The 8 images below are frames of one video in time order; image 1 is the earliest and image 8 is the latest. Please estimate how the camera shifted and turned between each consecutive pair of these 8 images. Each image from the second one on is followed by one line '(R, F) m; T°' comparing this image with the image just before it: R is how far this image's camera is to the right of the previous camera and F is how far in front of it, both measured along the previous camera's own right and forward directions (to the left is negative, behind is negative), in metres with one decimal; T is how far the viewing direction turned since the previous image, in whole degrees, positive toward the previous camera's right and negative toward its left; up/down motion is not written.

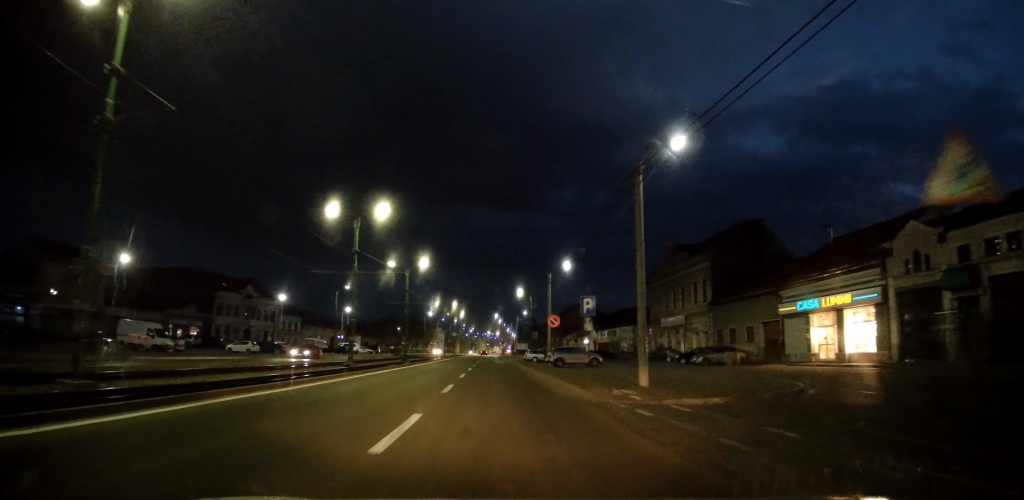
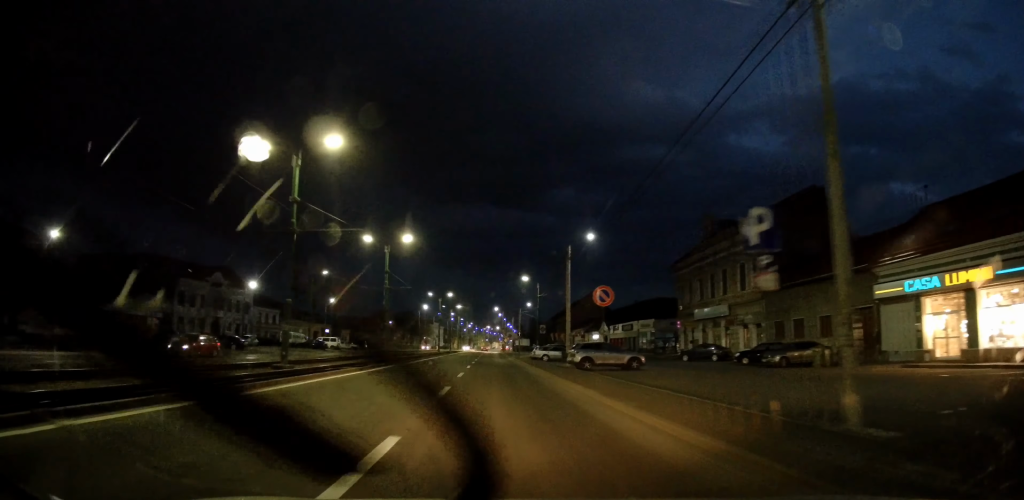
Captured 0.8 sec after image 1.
(0.0, +11.8) m; 0°
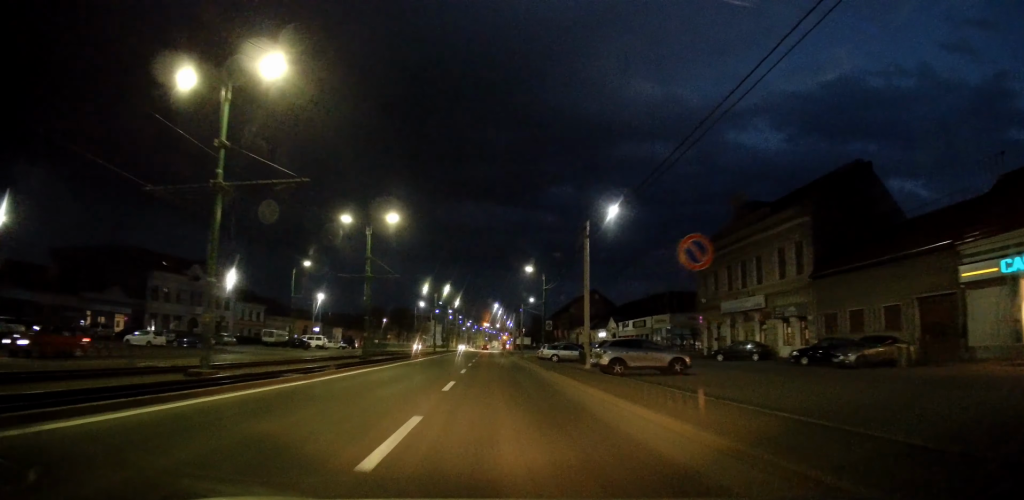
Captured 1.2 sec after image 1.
(0.0, +7.2) m; 0°
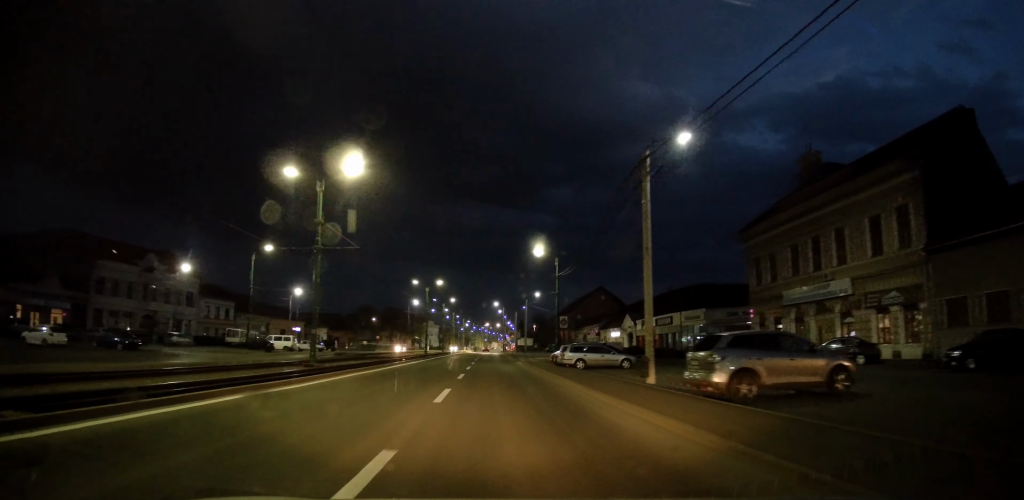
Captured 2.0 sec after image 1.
(0.0, +11.8) m; 0°
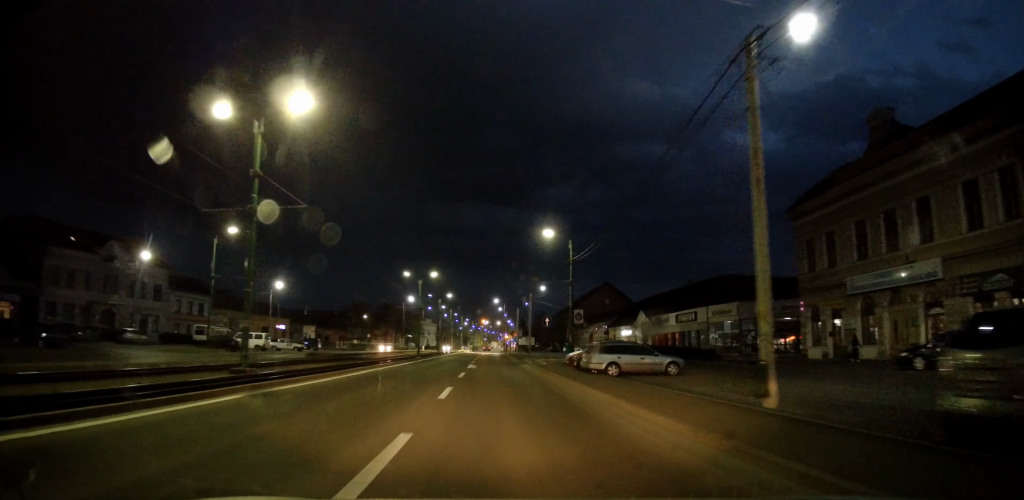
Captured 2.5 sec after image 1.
(0.0, +8.3) m; 0°
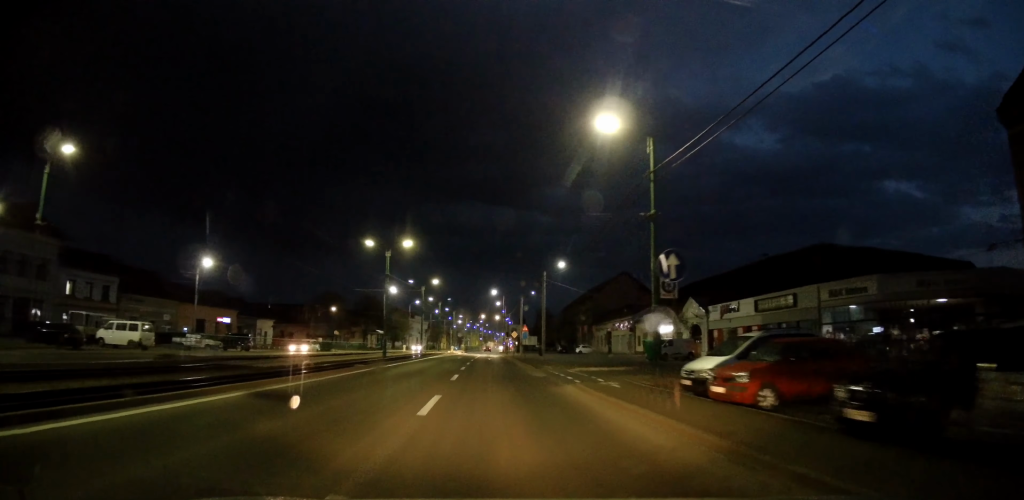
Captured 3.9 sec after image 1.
(0.0, +21.2) m; 0°
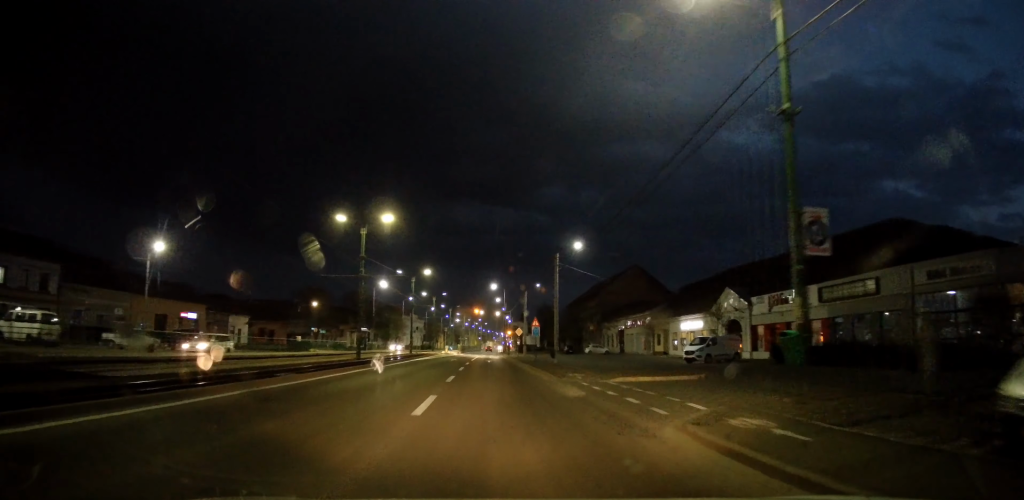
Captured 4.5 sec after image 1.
(0.0, +9.8) m; 0°
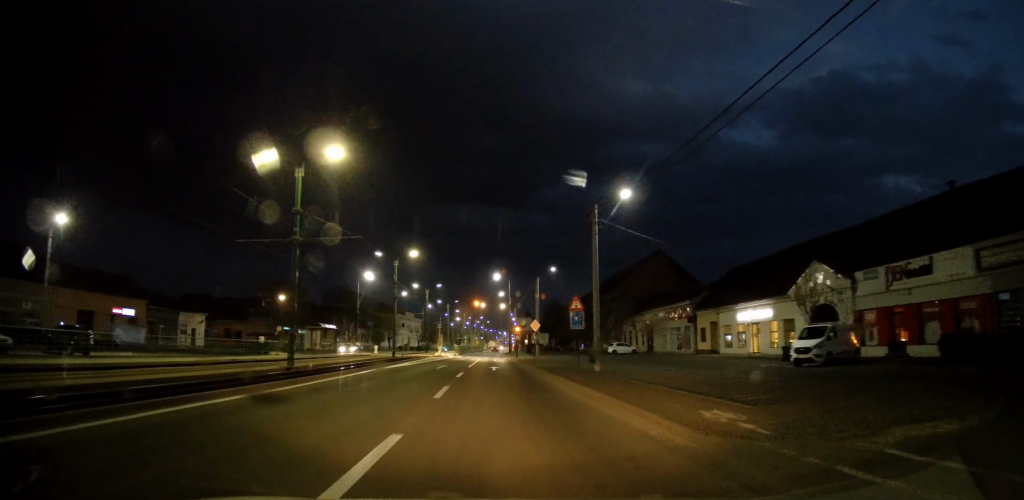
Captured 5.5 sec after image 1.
(0.0, +14.4) m; 0°
